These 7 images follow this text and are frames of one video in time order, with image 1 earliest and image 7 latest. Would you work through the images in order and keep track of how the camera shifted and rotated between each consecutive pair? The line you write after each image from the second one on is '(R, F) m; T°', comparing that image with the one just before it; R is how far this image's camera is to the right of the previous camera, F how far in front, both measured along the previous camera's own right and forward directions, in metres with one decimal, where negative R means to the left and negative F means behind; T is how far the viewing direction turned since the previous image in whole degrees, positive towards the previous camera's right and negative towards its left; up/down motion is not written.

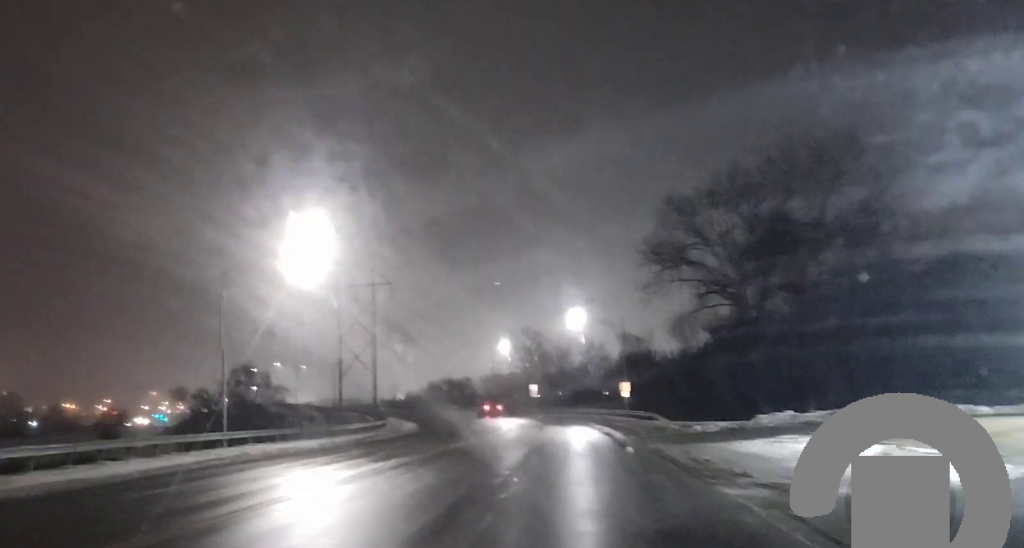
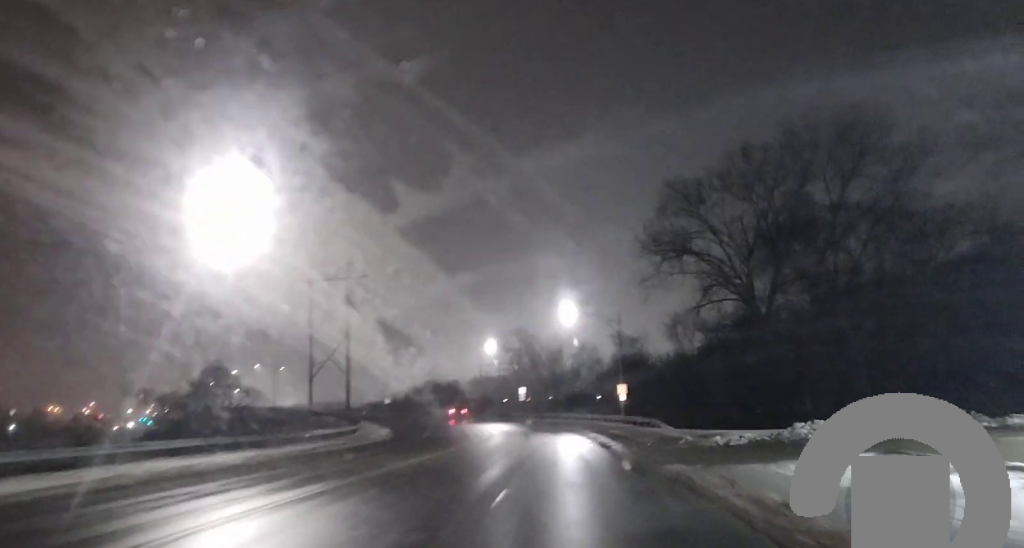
(+0.1, +8.2) m; 0°
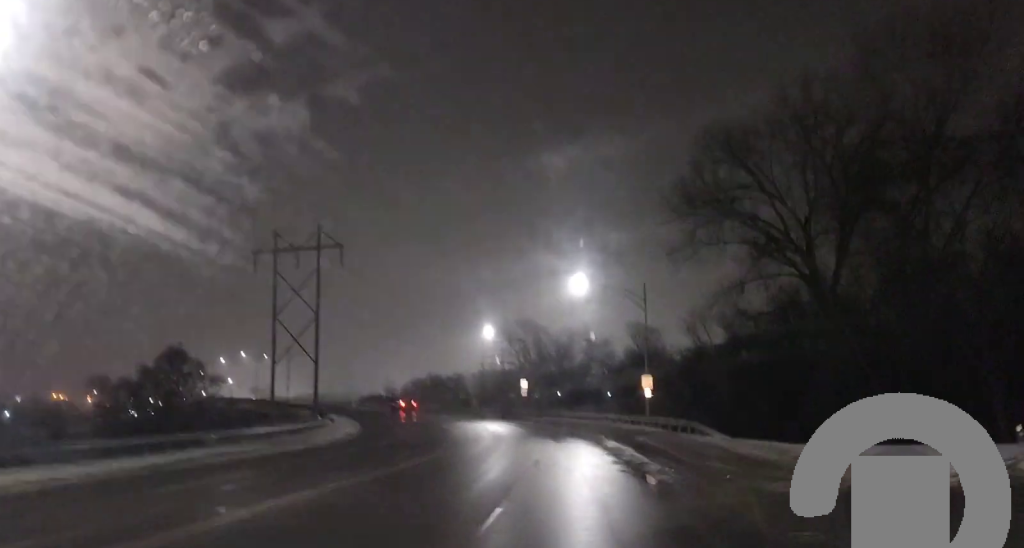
(-0.1, +15.9) m; -2°
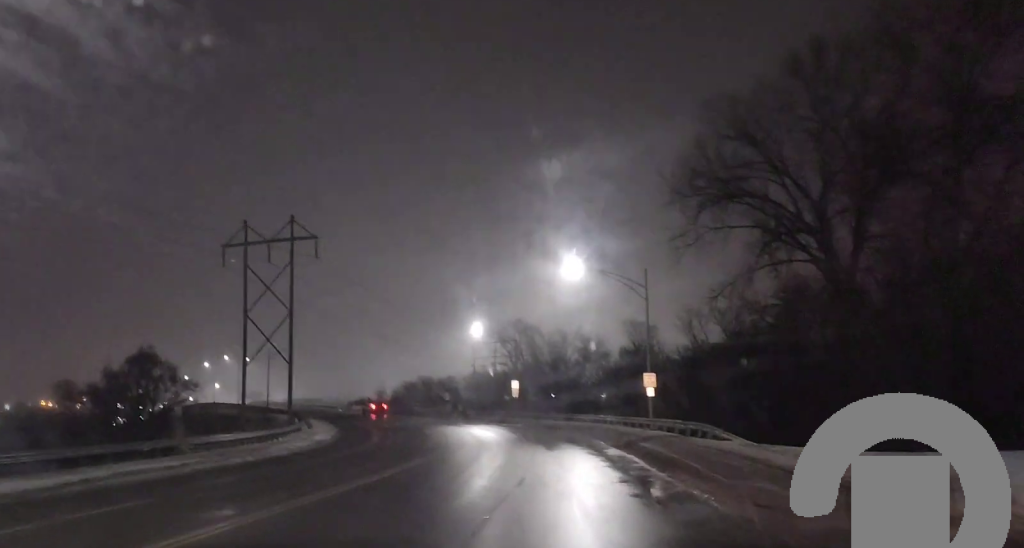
(-0.1, +5.9) m; -1°
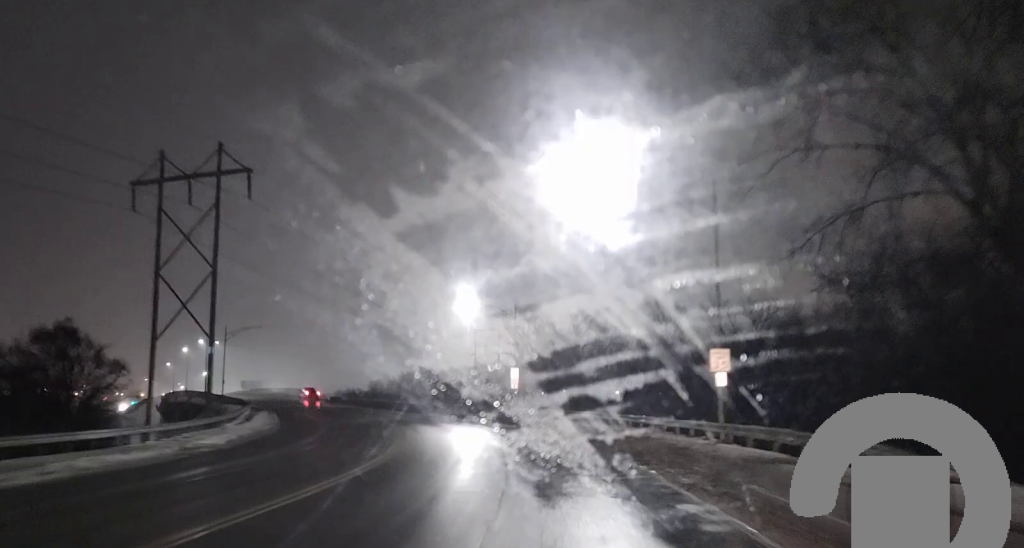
(-0.3, +19.3) m; -6°
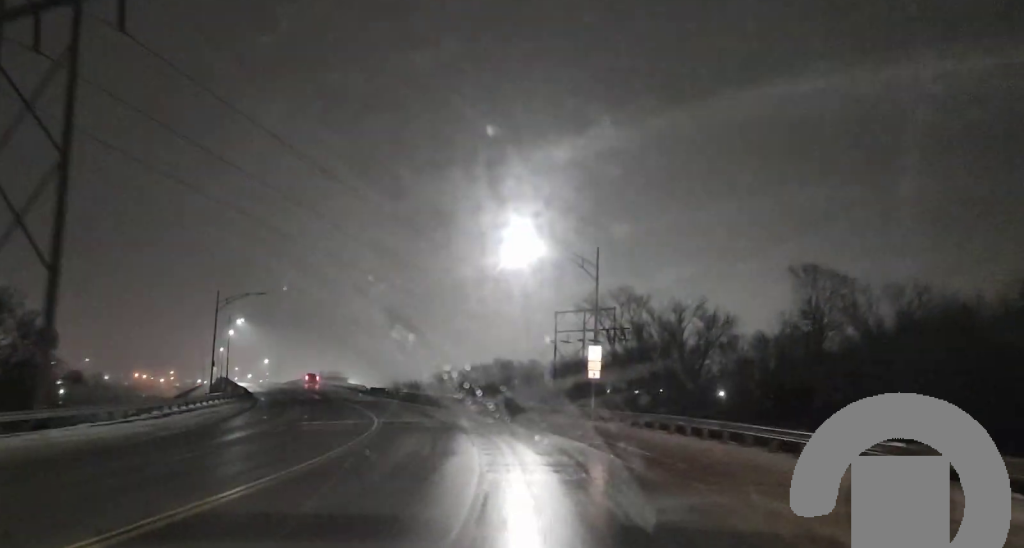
(-1.1, +26.1) m; -2°
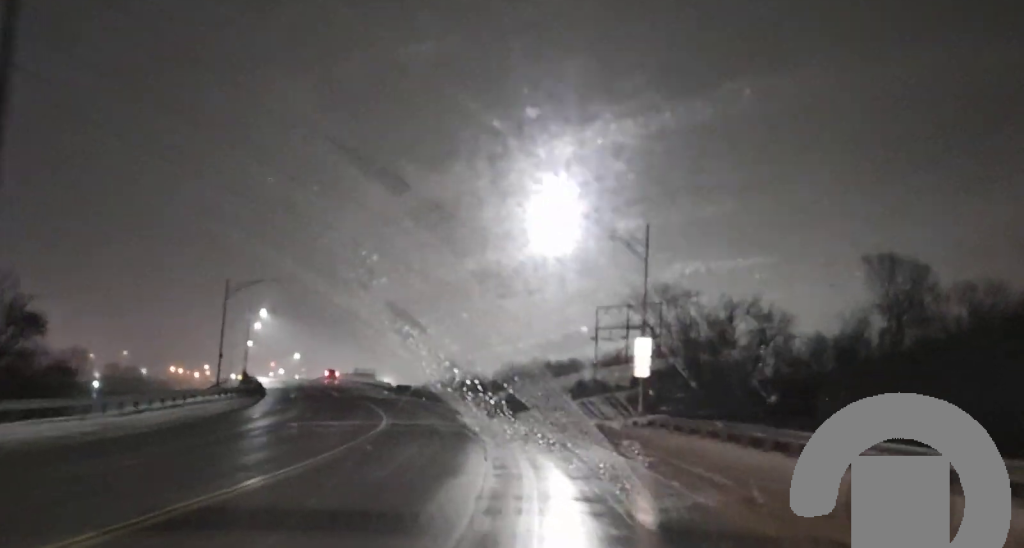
(-0.1, +6.0) m; -1°
